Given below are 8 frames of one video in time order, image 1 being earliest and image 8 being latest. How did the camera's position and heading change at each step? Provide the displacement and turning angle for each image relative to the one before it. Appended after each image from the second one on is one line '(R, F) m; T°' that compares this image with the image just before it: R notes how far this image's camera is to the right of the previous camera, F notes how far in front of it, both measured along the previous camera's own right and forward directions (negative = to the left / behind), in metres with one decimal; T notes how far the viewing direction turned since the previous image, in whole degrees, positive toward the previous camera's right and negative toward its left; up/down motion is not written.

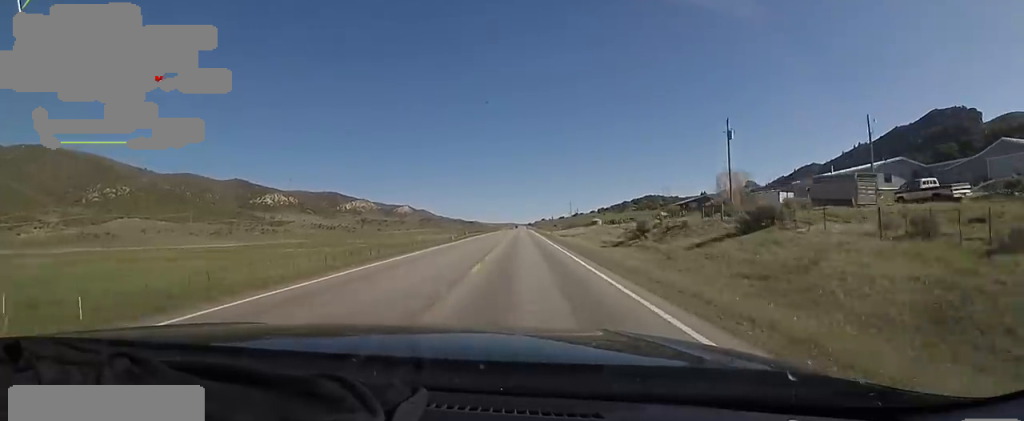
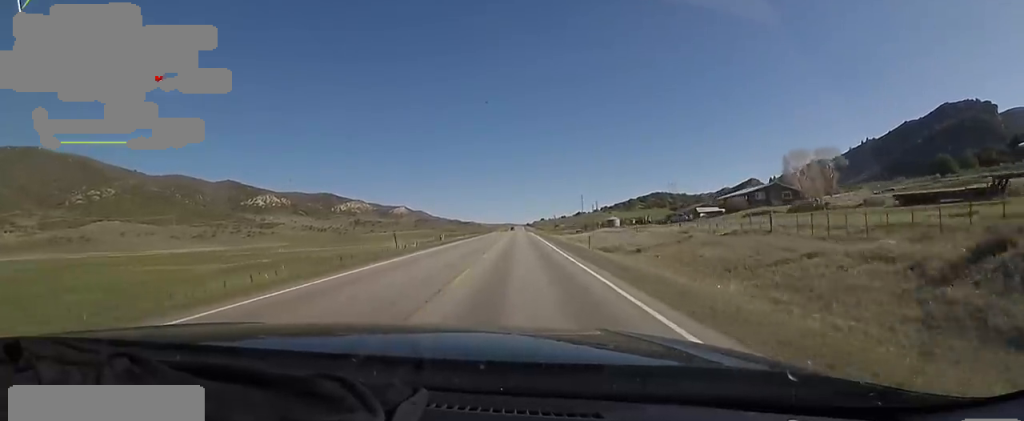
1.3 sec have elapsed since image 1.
(-0.5, +39.4) m; +1°
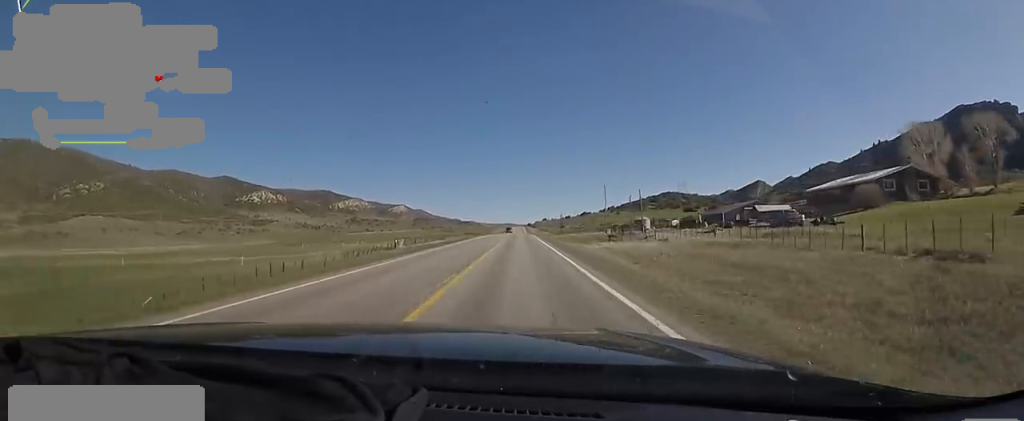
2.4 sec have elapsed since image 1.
(+1.1, +36.3) m; 0°
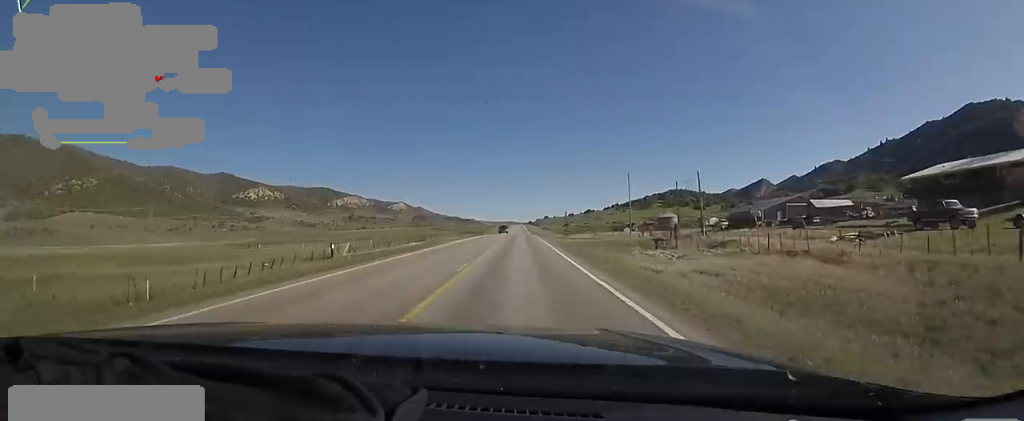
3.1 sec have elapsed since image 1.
(-0.7, +21.8) m; -2°
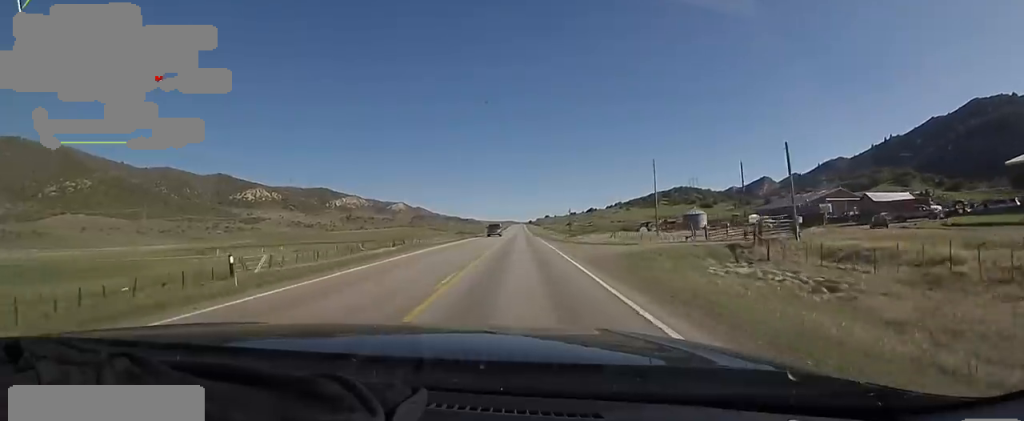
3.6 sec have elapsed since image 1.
(-0.1, +15.6) m; 0°
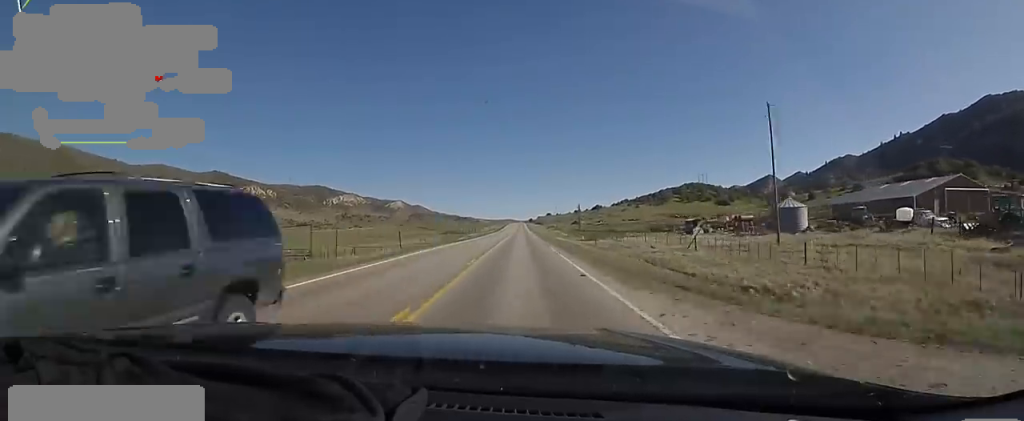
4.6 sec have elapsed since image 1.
(0.0, +31.2) m; +1°
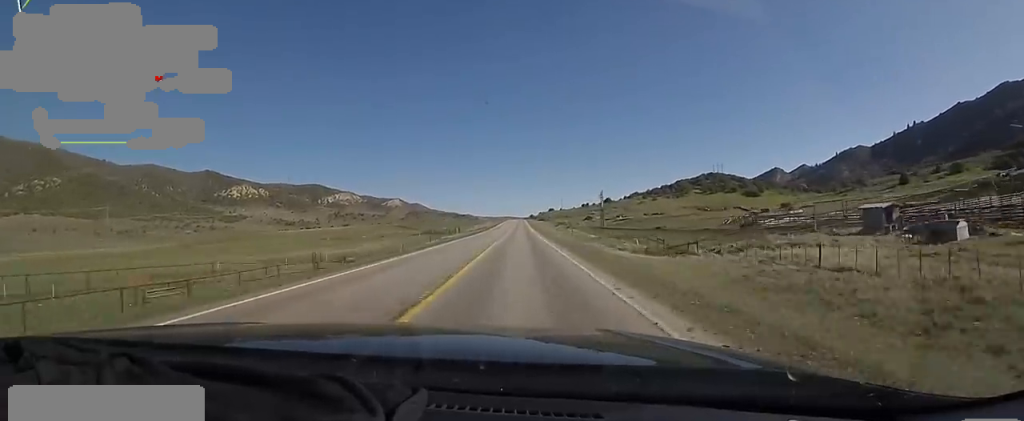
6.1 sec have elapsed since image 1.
(+1.3, +44.7) m; +1°
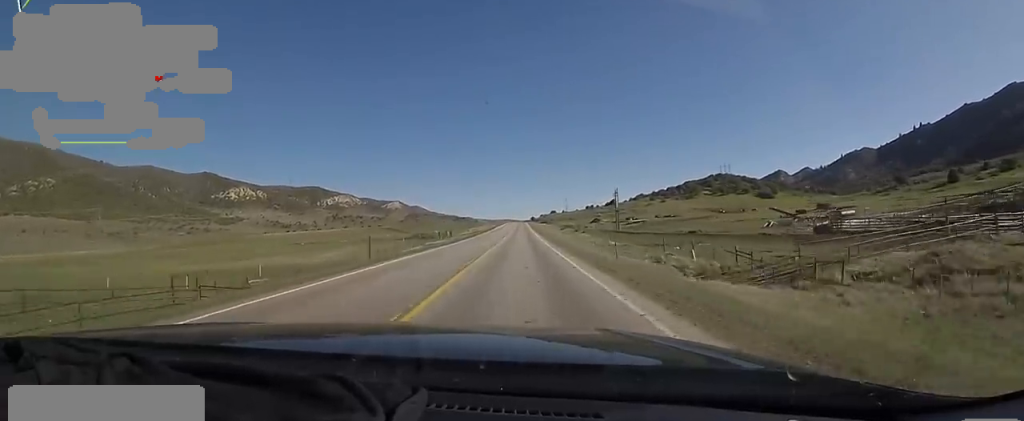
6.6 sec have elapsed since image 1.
(-0.1, +16.8) m; -1°
